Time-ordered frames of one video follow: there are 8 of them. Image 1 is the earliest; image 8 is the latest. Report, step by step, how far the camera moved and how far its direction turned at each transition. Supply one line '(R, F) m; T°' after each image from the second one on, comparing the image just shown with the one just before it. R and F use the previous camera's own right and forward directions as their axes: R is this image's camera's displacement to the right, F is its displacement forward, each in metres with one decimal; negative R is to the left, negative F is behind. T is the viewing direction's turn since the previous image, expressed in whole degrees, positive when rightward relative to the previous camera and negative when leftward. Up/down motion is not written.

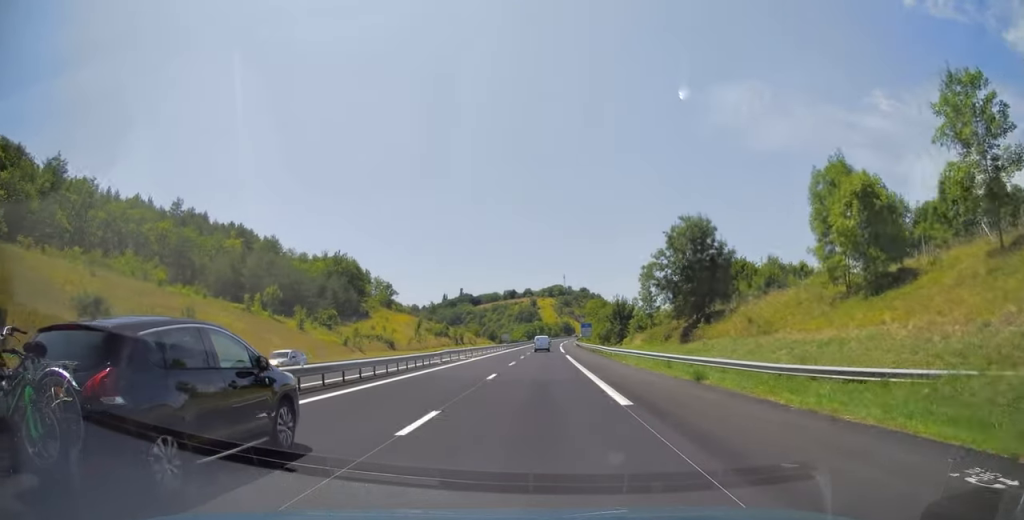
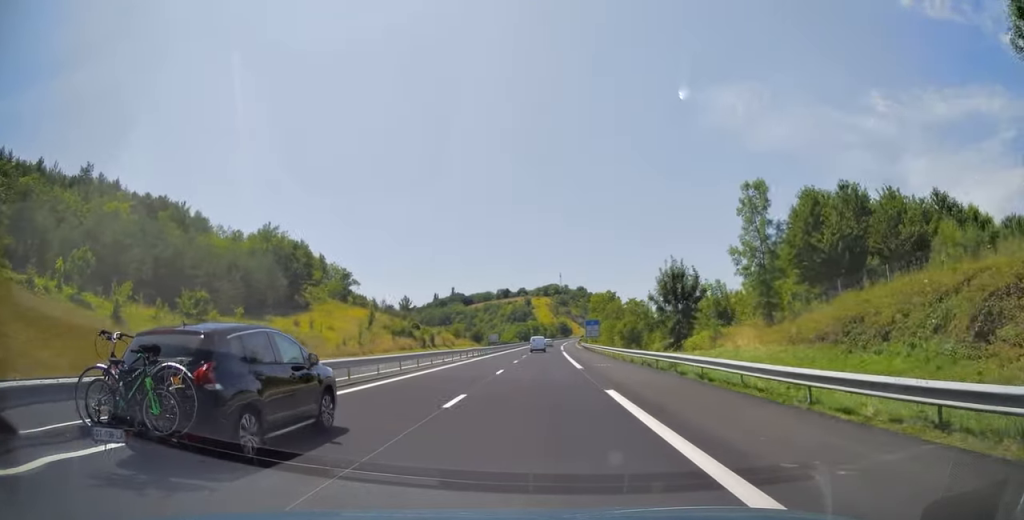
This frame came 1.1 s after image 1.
(+0.1, +35.2) m; 0°
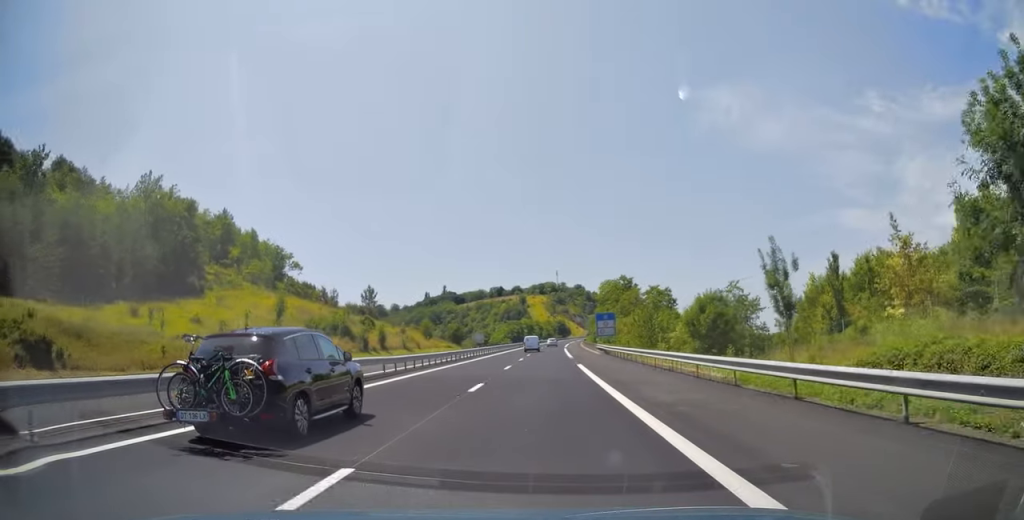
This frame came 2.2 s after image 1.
(+0.2, +35.2) m; +1°
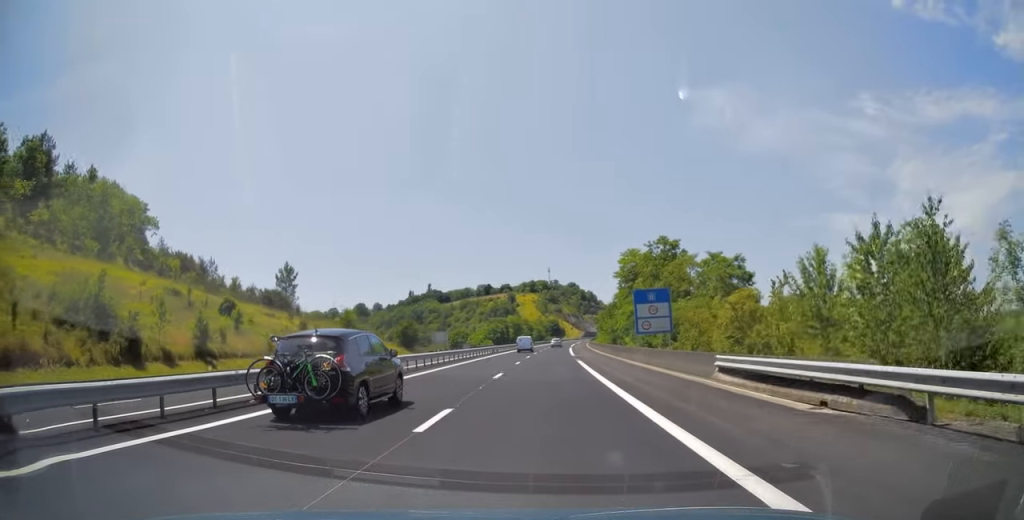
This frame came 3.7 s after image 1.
(+0.2, +46.4) m; 0°
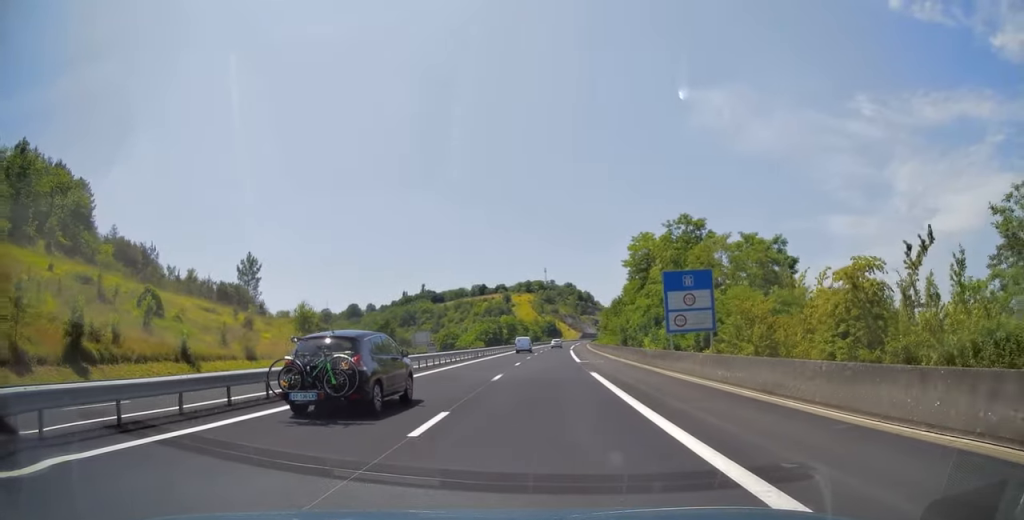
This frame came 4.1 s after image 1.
(-0.1, +13.3) m; 0°
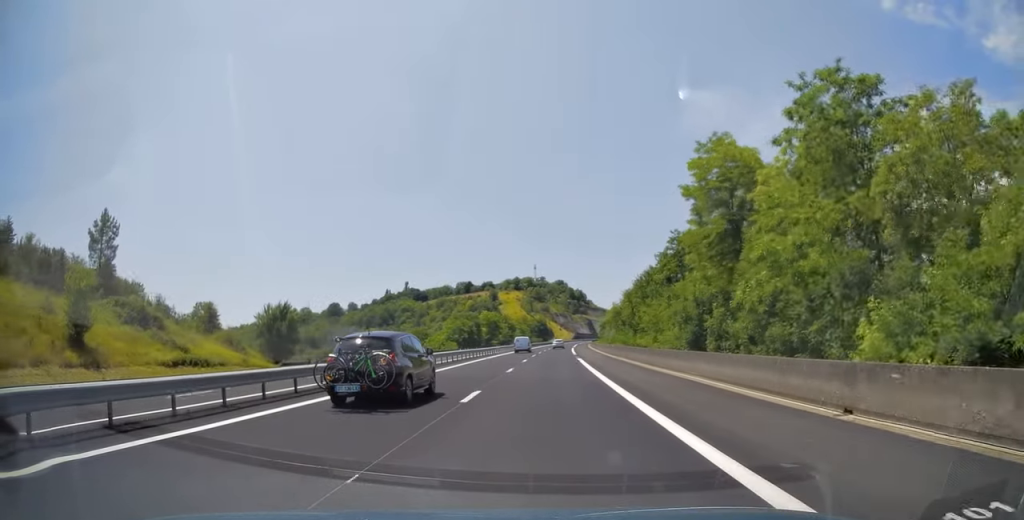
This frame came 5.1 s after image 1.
(+0.4, +34.2) m; +1°
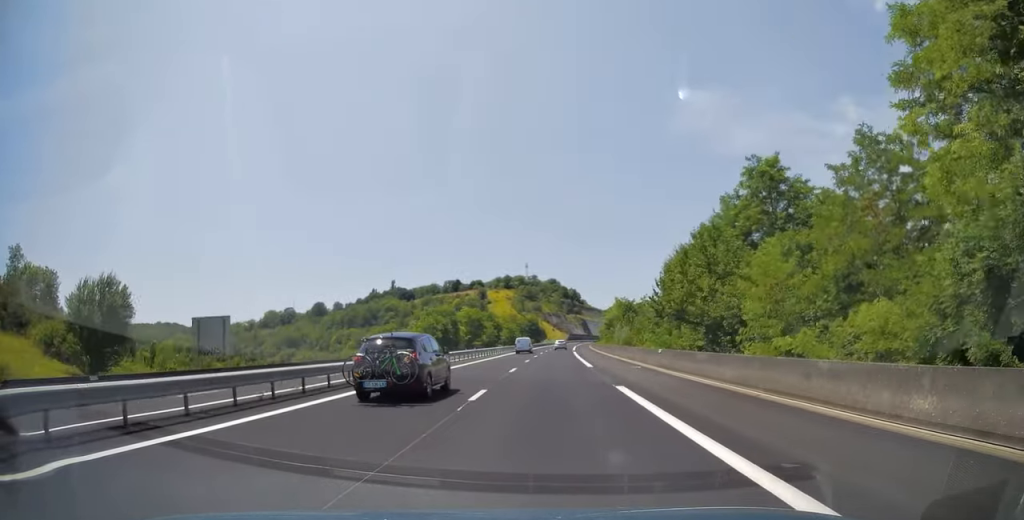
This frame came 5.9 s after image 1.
(+0.1, +25.6) m; +1°
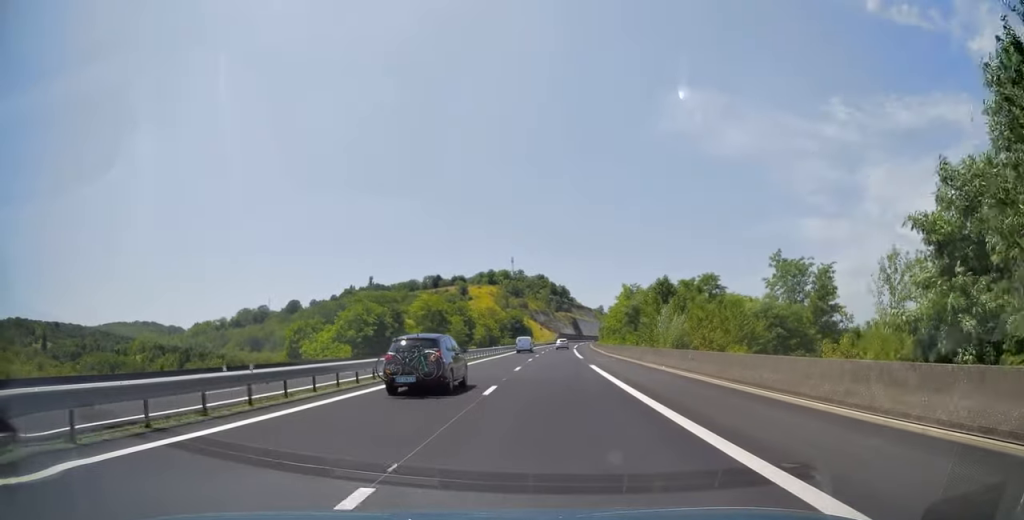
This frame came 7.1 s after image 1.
(+0.6, +37.3) m; +1°
